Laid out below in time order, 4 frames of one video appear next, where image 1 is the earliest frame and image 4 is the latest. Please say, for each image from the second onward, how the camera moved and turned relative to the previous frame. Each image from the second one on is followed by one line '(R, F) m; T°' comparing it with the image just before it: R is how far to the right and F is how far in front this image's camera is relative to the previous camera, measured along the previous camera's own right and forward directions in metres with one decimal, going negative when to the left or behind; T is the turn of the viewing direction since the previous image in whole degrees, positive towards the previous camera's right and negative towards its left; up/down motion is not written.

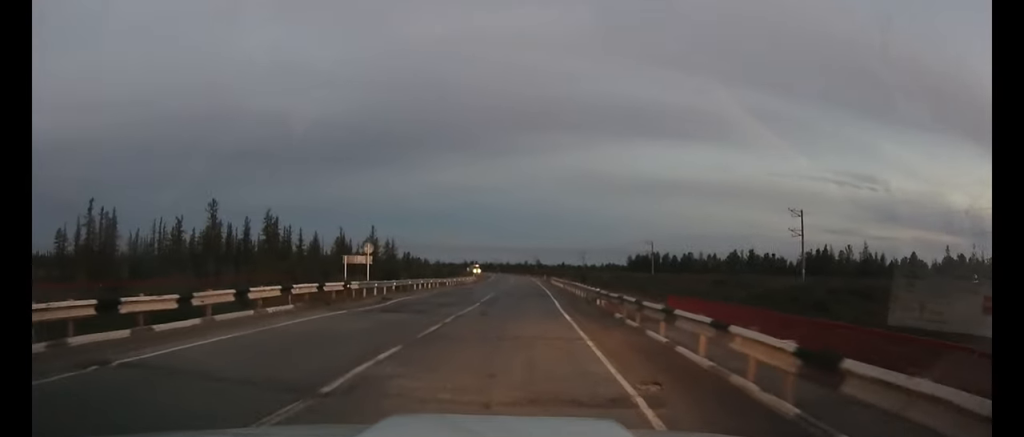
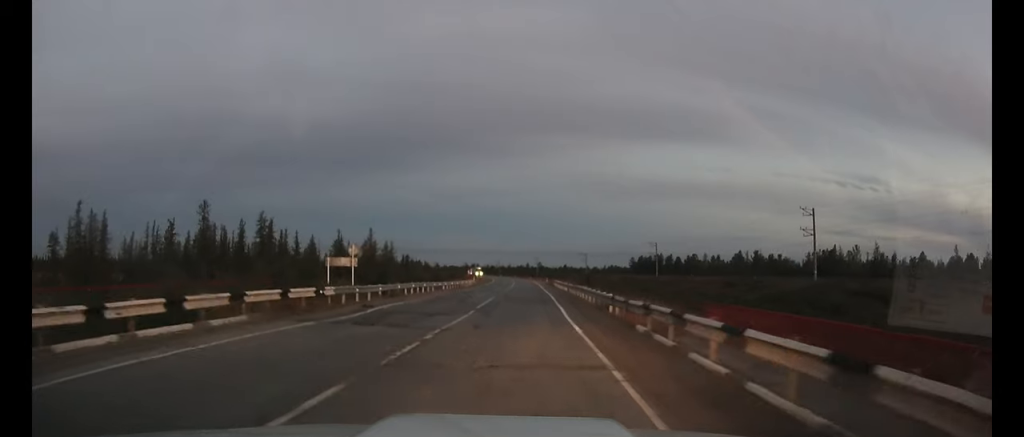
(0.0, +2.7) m; 0°
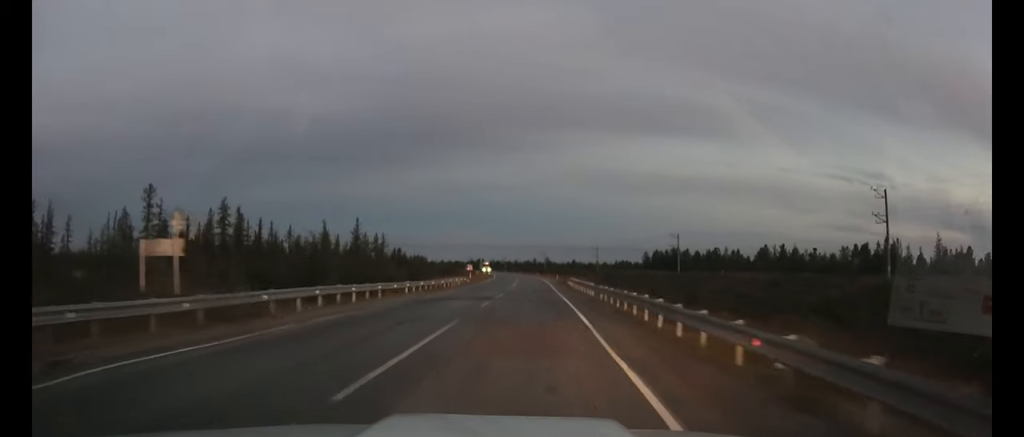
(+0.2, +14.2) m; 0°
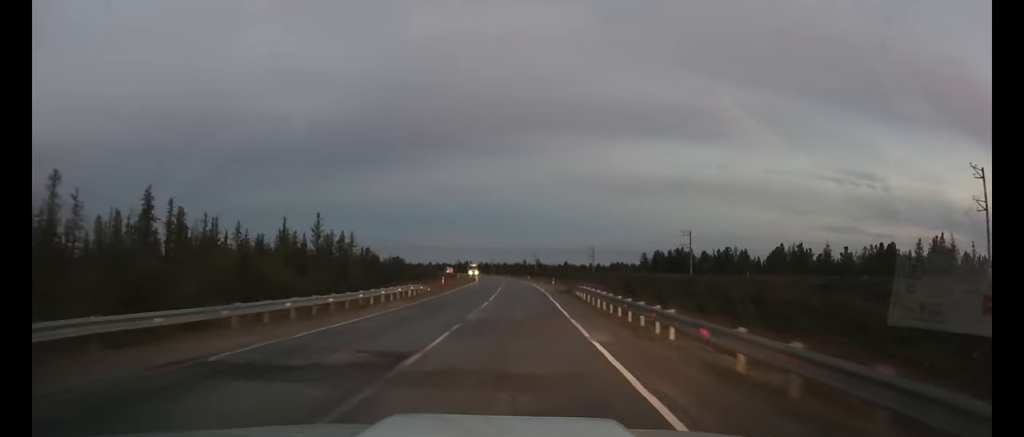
(-0.2, +18.6) m; 0°
